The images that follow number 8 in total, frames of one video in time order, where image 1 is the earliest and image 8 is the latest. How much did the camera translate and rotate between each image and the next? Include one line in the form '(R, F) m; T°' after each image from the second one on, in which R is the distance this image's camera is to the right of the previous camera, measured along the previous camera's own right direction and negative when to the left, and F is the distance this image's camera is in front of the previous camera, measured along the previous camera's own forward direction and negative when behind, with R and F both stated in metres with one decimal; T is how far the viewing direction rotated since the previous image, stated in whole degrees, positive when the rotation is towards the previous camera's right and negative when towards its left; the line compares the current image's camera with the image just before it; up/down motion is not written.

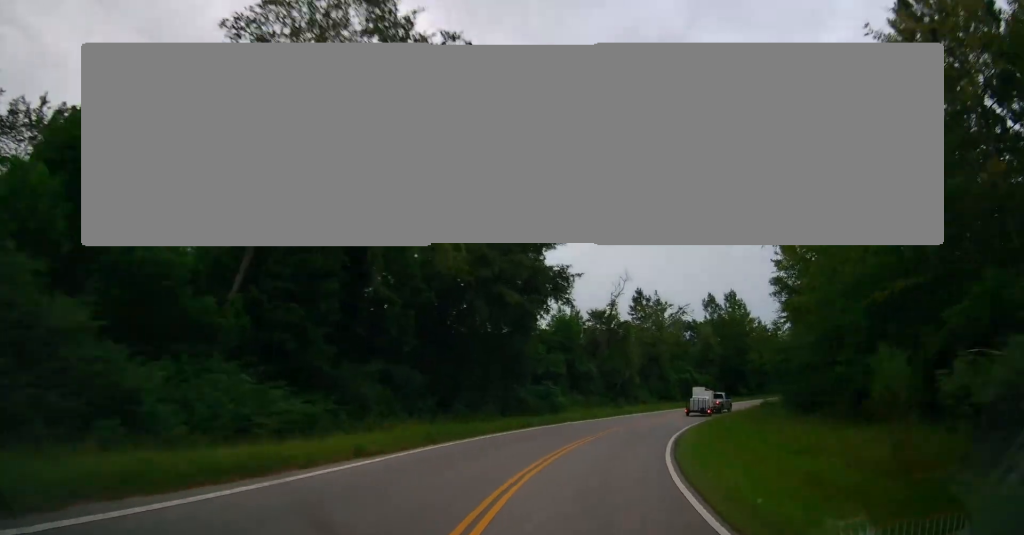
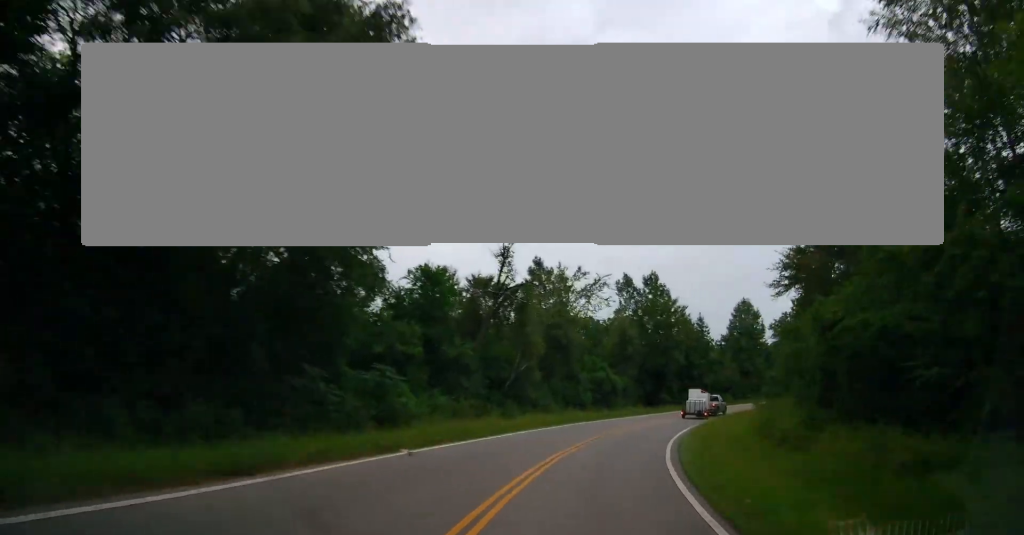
(+1.6, +18.8) m; +11°
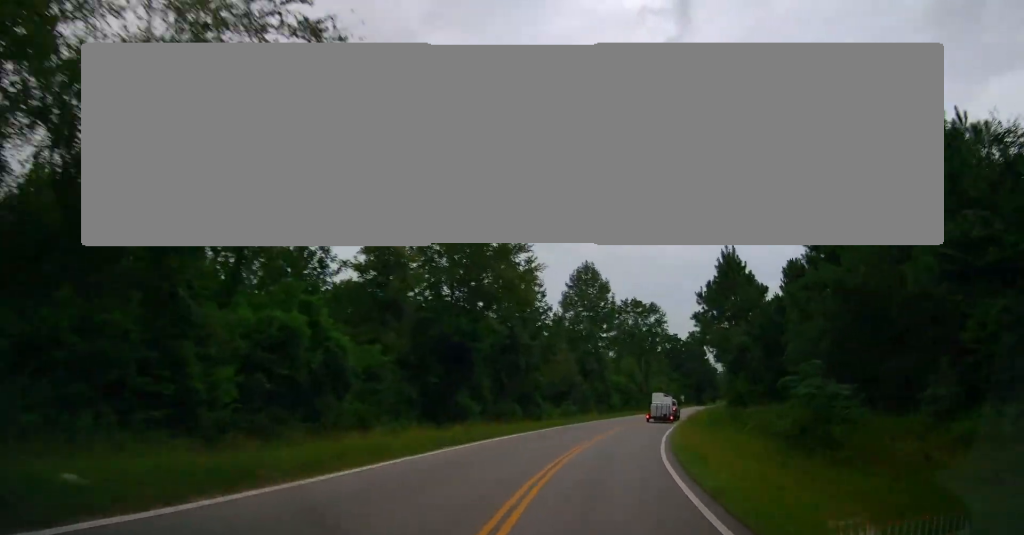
(+6.8, +32.4) m; +27°
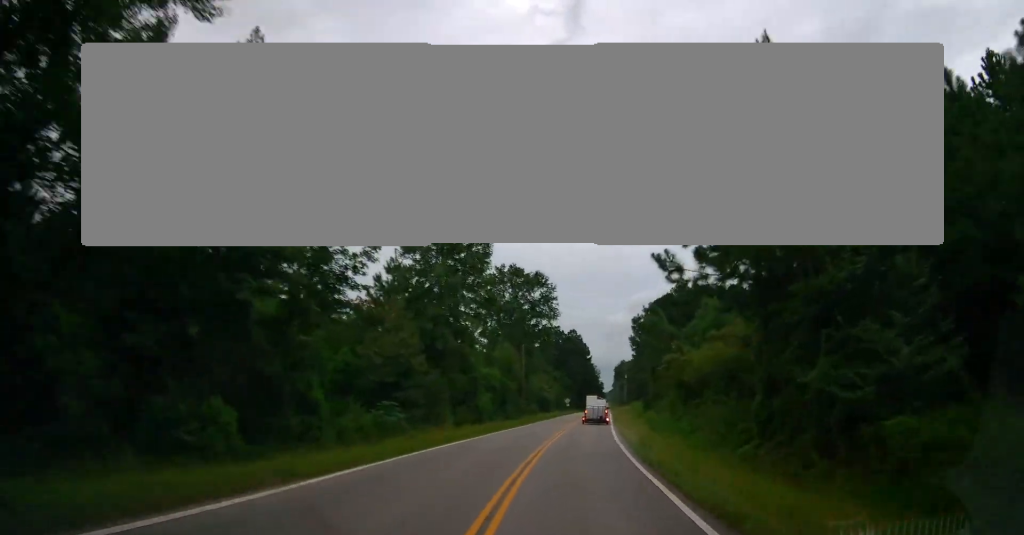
(+4.6, +24.8) m; +15°
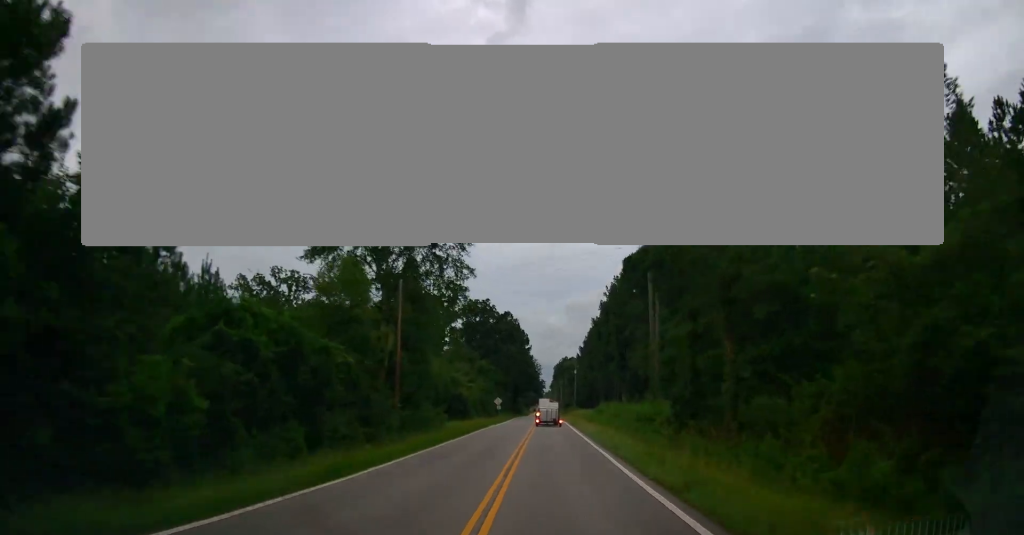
(+3.5, +35.1) m; +10°
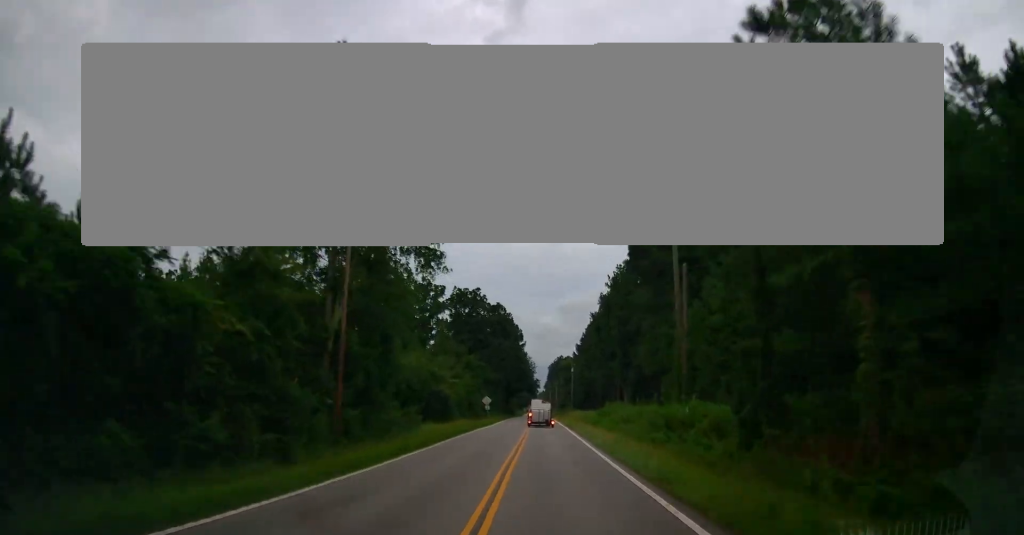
(+0.2, +8.4) m; +1°
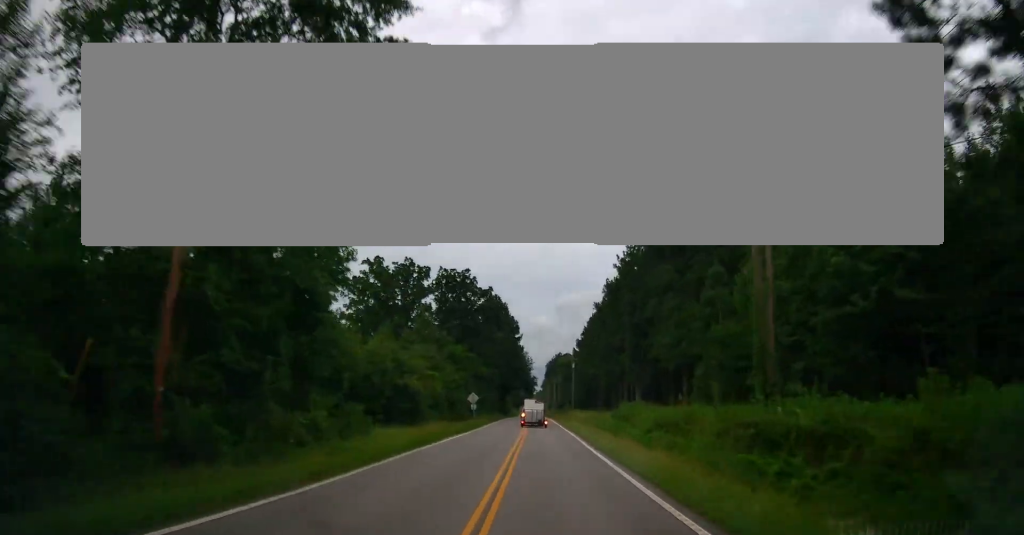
(+0.2, +11.3) m; +1°
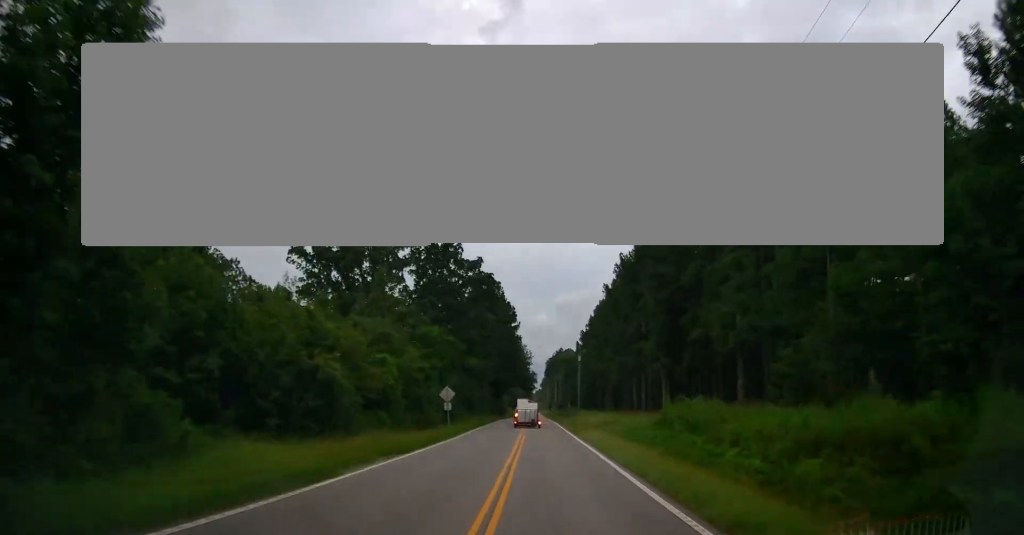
(+0.3, +15.1) m; 0°
